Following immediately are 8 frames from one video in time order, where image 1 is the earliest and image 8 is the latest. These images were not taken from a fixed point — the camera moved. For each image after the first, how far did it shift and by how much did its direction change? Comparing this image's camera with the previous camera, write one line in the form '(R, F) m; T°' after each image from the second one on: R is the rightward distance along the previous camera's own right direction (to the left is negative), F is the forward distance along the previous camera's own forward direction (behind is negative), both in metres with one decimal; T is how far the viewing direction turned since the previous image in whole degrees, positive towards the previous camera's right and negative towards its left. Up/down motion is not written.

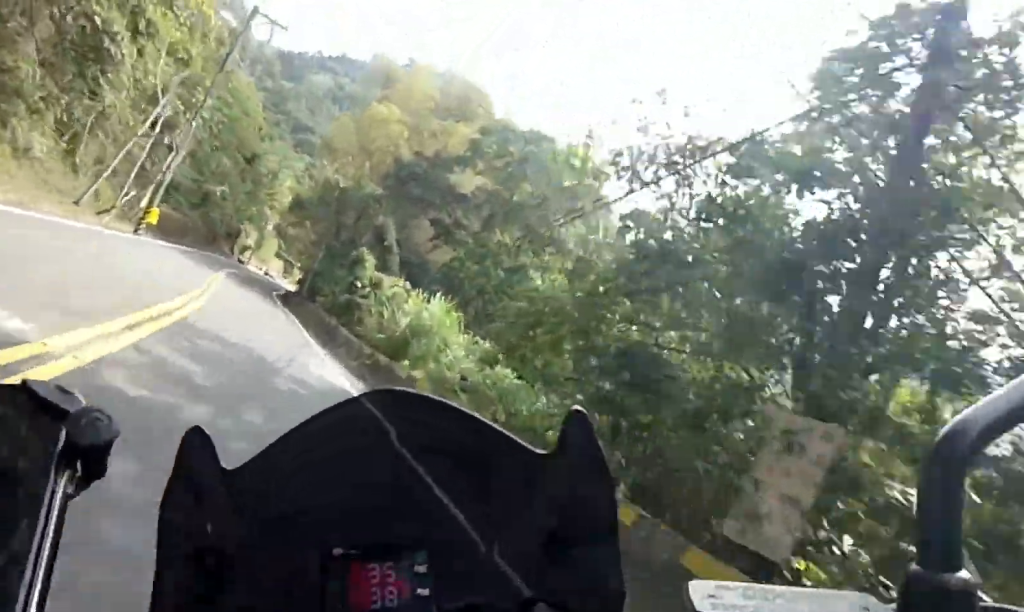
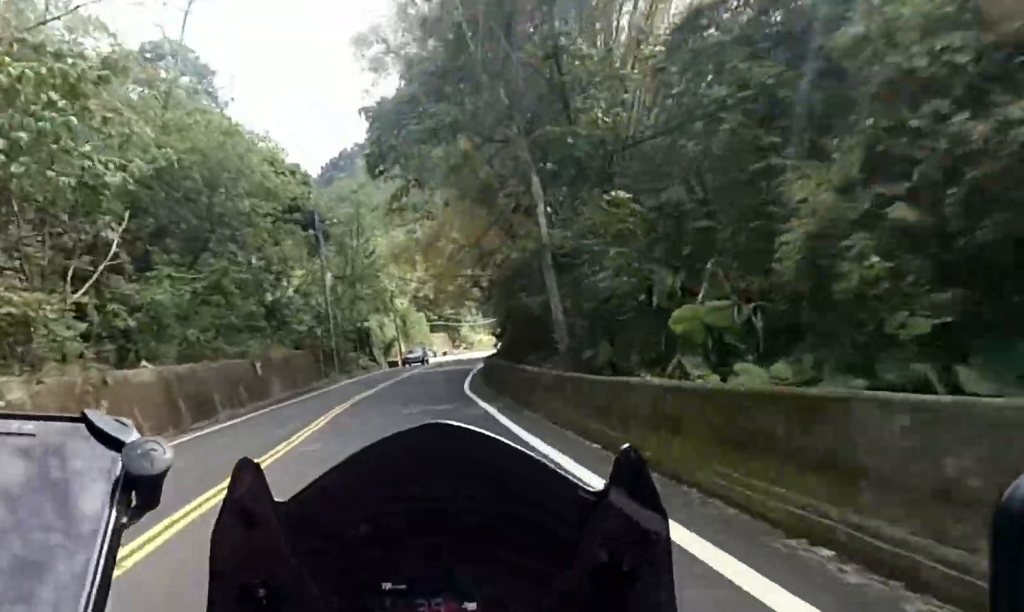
(-3.4, +30.3) m; -8°
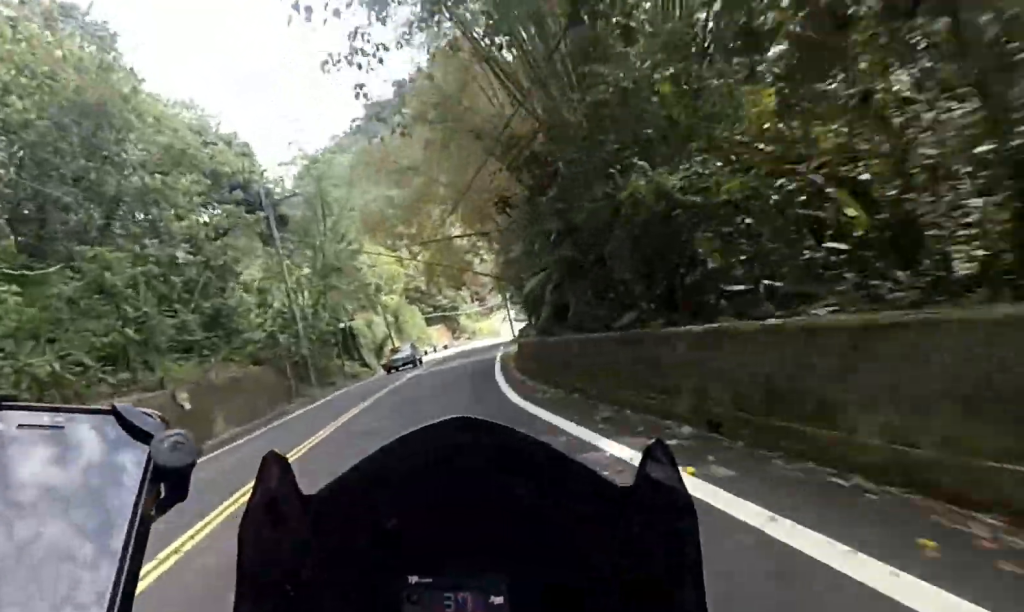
(-0.2, +8.8) m; -1°
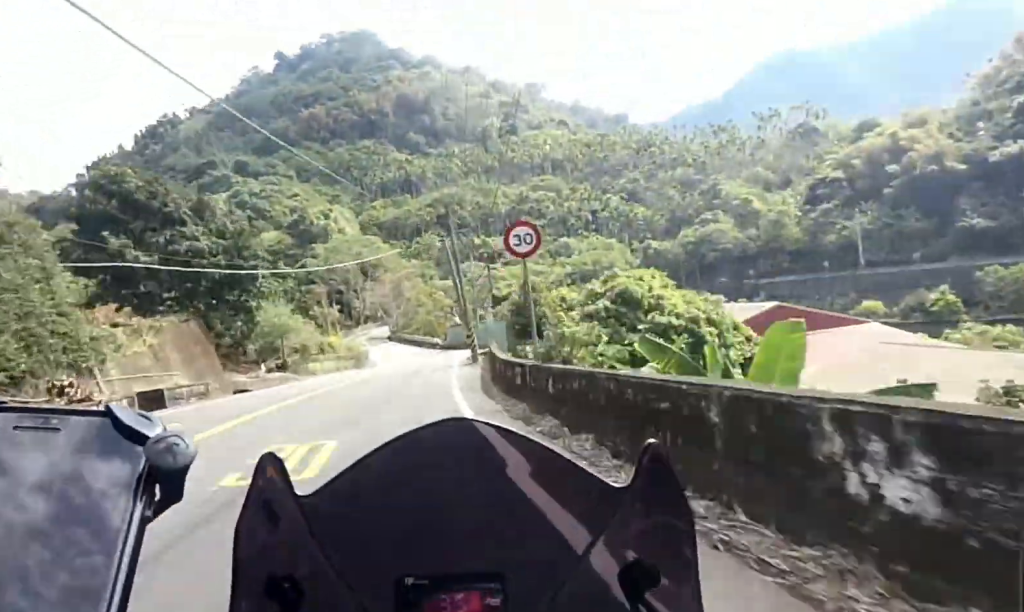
(+0.5, +60.2) m; +5°
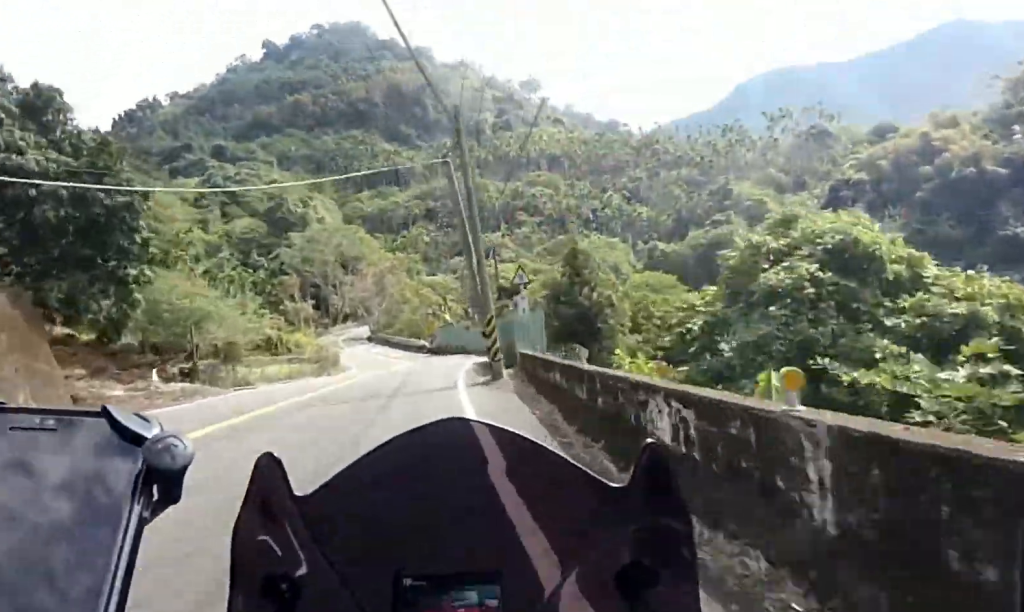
(0.0, +11.8) m; 0°
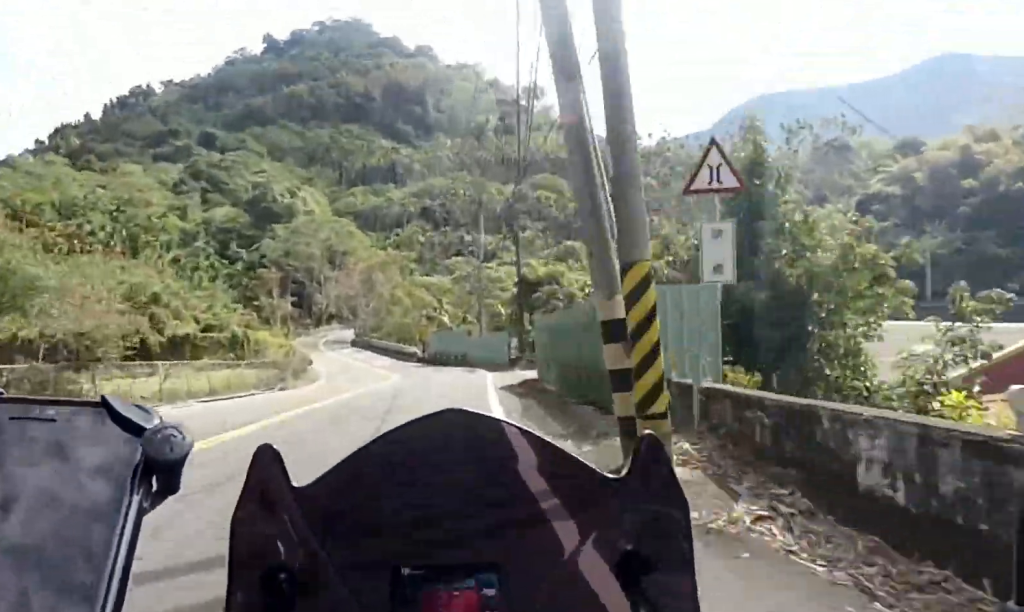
(+0.1, +10.7) m; -1°
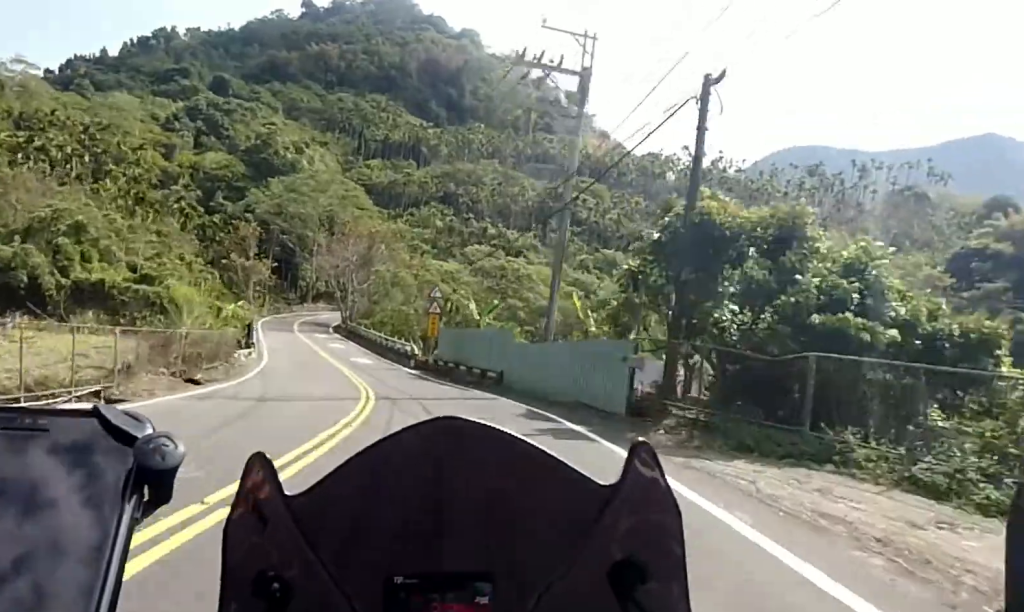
(-0.3, +16.6) m; -1°
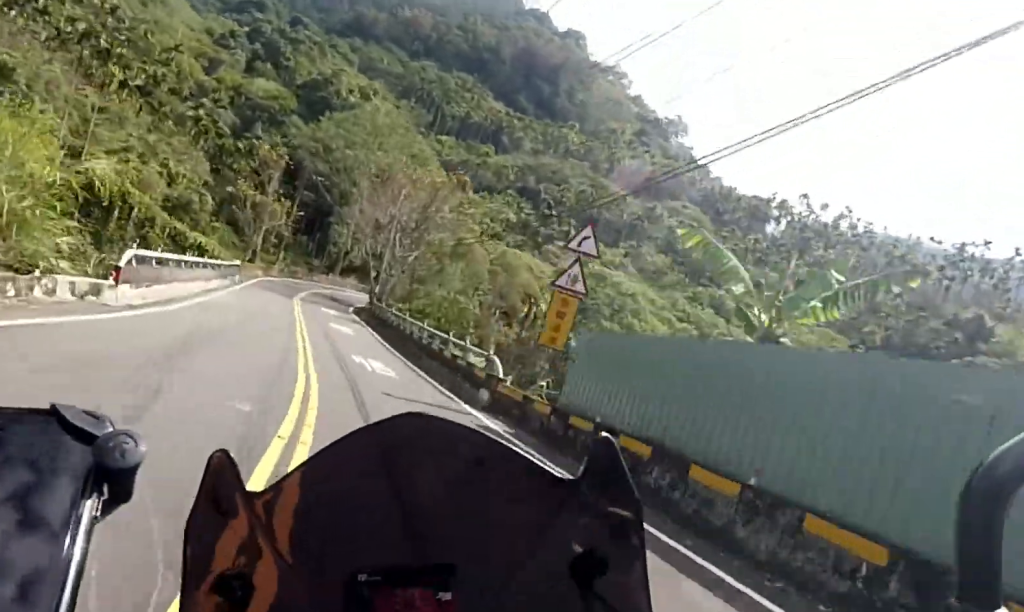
(-0.1, +18.0) m; -1°
